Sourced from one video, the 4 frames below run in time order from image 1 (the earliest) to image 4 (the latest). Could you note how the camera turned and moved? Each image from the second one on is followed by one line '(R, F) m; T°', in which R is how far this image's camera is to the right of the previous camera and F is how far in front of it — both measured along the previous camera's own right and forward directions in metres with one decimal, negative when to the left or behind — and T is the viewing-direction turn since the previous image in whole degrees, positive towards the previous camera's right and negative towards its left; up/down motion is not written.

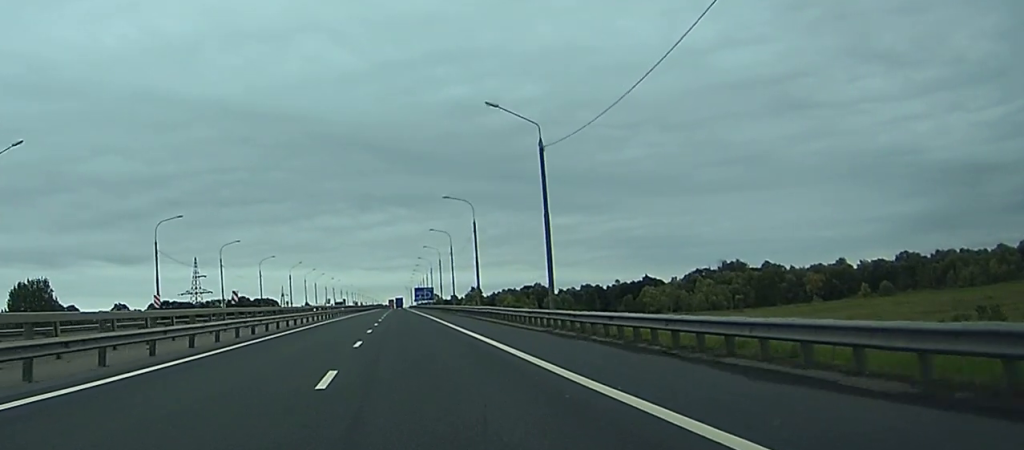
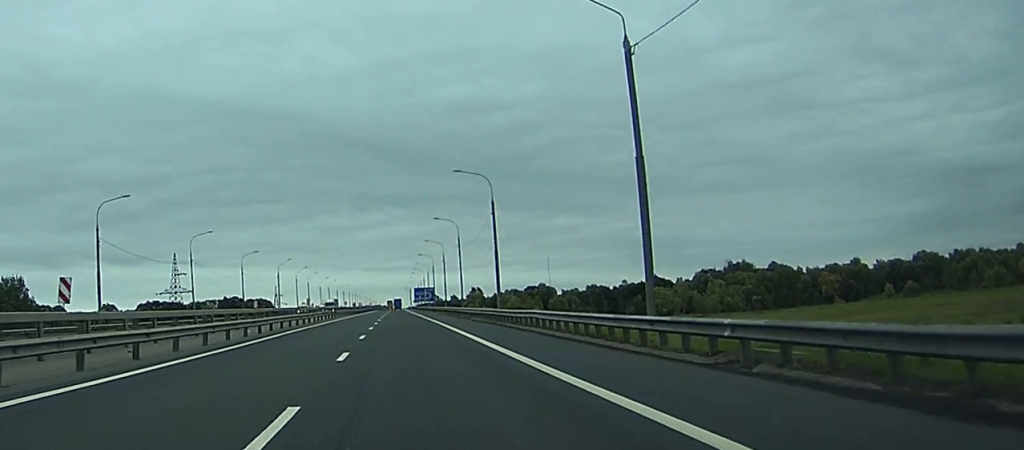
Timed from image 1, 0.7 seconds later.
(+0.1, +17.8) m; 0°
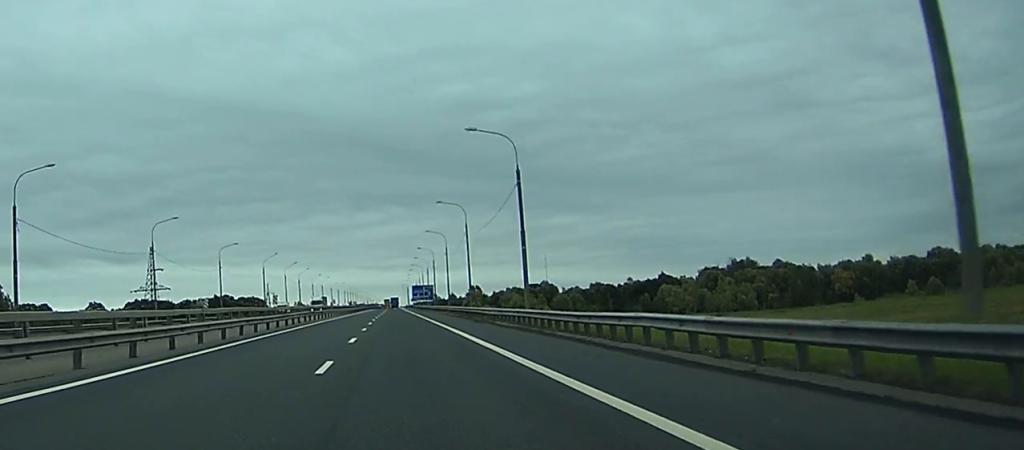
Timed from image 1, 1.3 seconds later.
(+0.1, +16.0) m; 0°
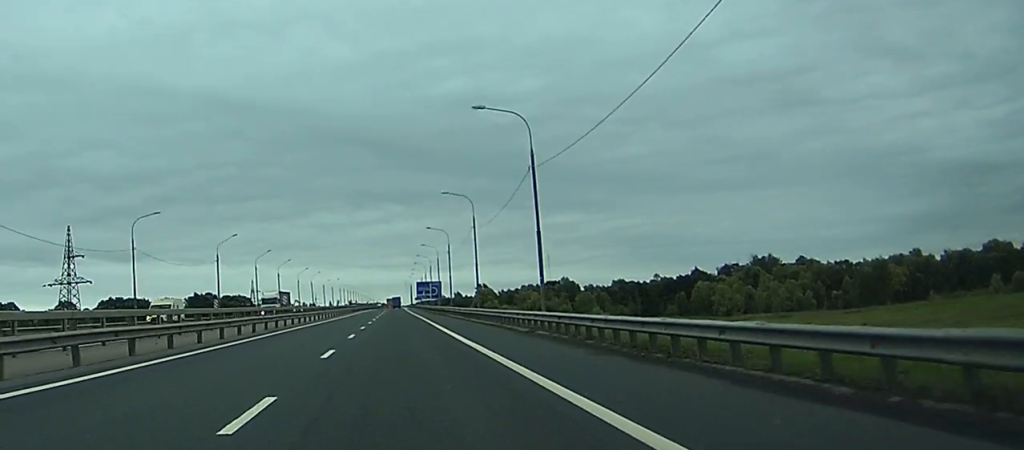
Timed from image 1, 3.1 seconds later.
(-0.1, +42.9) m; 0°
